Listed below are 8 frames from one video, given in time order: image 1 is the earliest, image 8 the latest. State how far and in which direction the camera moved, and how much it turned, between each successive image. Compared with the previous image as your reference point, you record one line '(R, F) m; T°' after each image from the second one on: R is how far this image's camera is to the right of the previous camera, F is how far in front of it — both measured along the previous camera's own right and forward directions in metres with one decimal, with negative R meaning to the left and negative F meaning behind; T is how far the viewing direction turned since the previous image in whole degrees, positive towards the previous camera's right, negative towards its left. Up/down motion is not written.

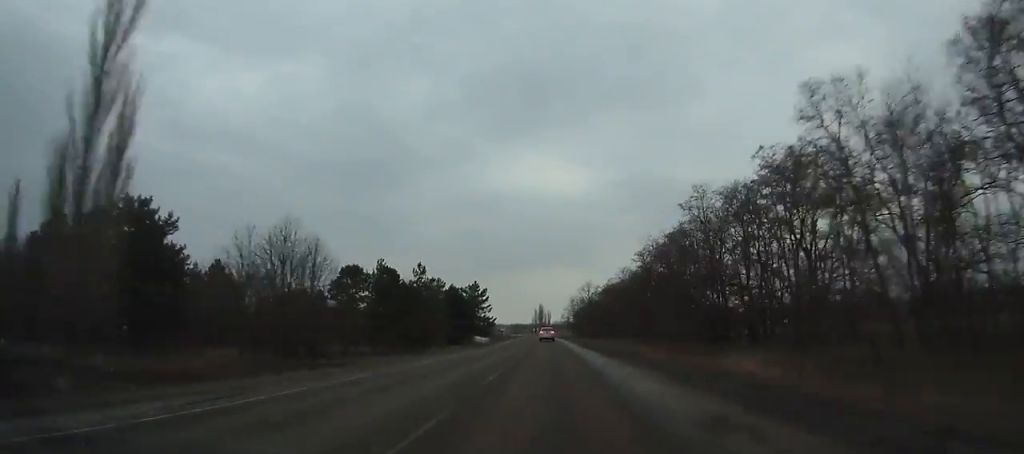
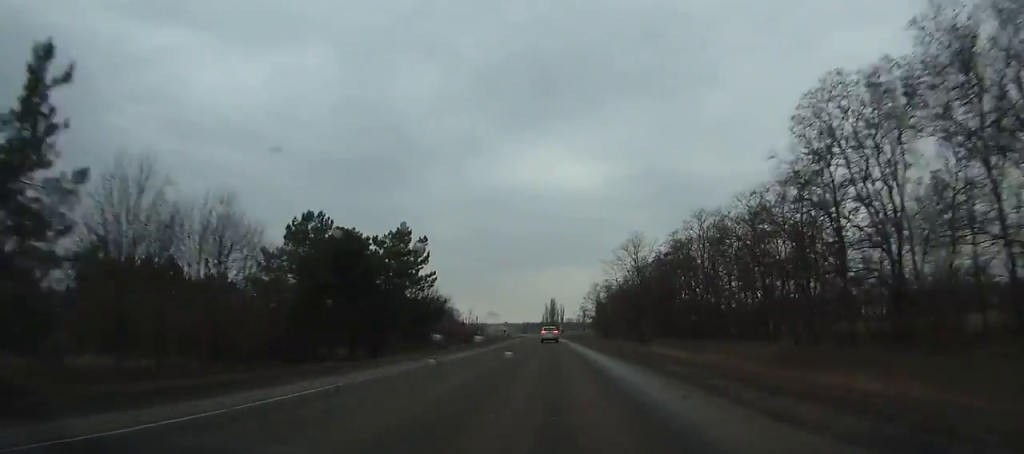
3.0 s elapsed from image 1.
(-0.9, +63.3) m; -1°
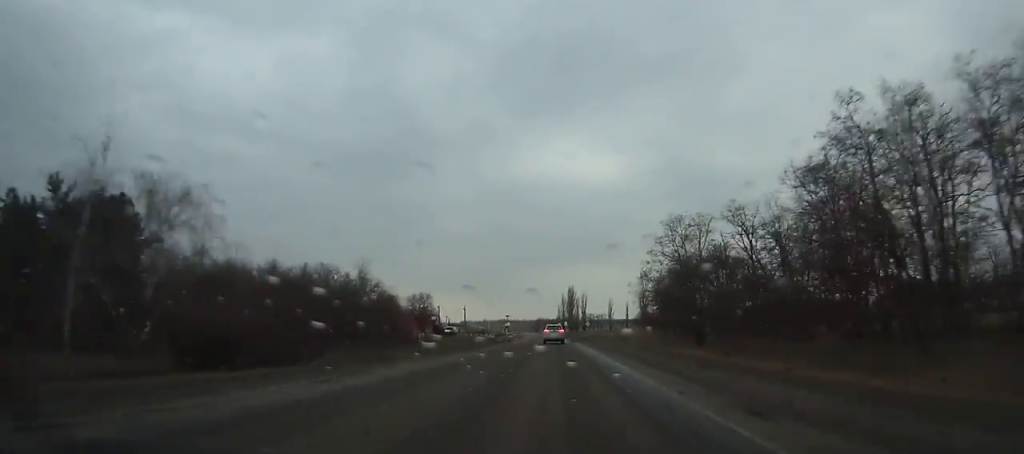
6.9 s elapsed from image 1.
(-1.1, +80.8) m; -1°
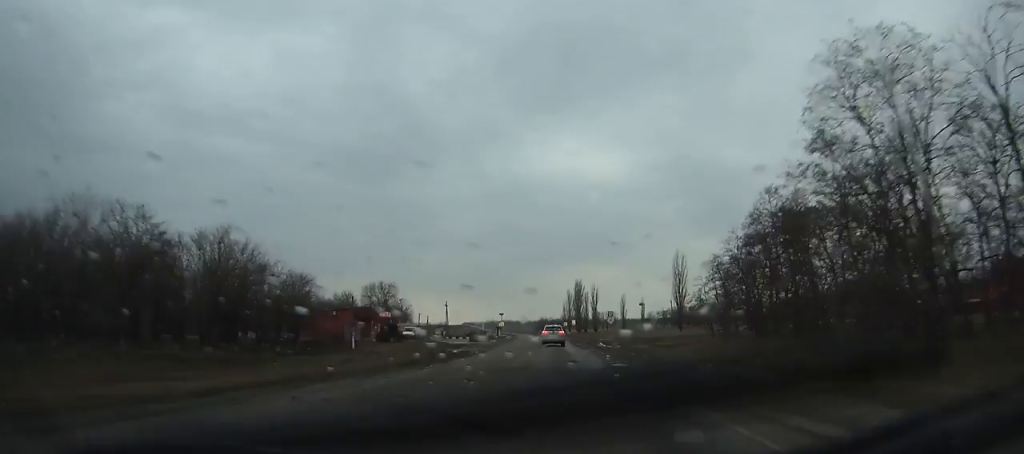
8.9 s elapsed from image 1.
(-0.1, +40.5) m; -1°
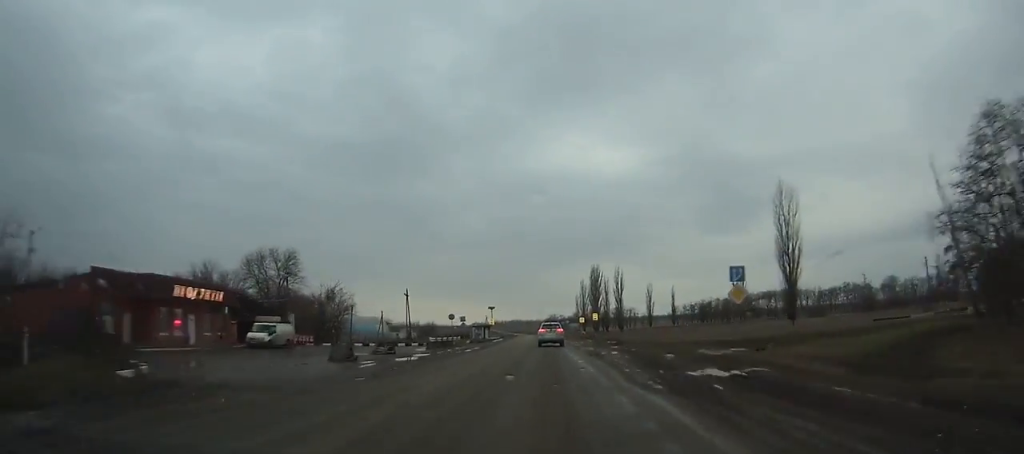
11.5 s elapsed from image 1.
(-0.9, +51.4) m; -1°
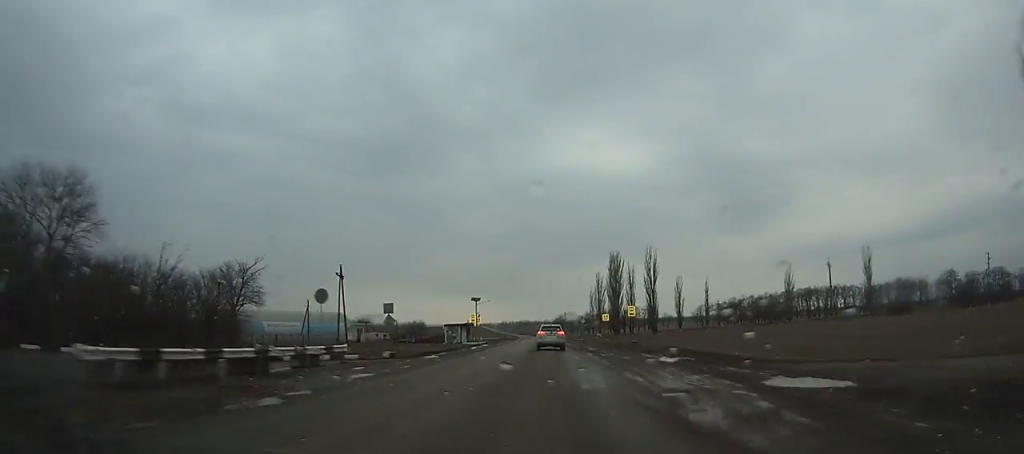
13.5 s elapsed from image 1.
(-0.3, +38.6) m; -1°
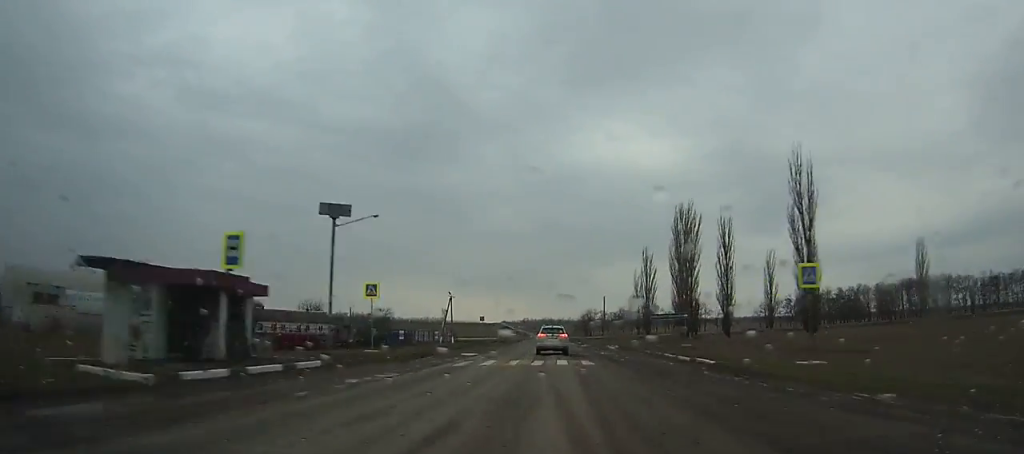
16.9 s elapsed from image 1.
(-0.8, +64.2) m; -1°
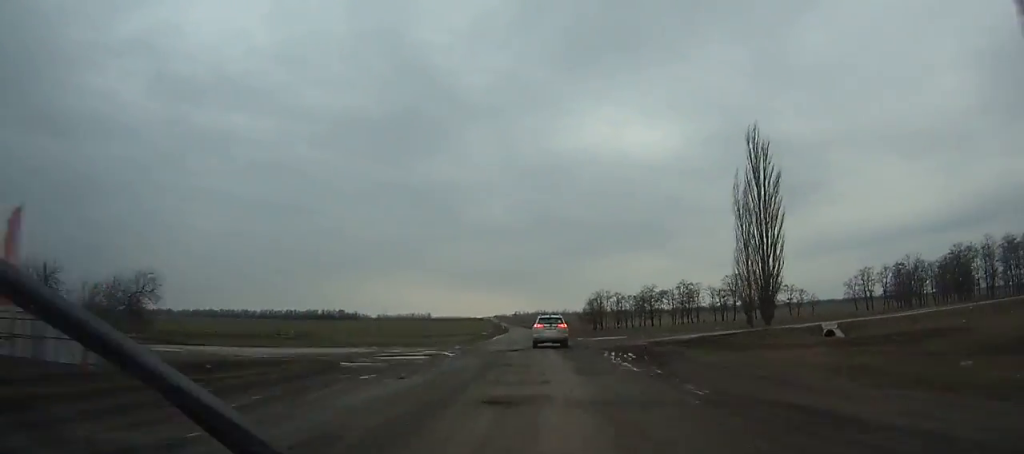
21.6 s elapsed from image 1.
(-0.9, +86.5) m; -1°
